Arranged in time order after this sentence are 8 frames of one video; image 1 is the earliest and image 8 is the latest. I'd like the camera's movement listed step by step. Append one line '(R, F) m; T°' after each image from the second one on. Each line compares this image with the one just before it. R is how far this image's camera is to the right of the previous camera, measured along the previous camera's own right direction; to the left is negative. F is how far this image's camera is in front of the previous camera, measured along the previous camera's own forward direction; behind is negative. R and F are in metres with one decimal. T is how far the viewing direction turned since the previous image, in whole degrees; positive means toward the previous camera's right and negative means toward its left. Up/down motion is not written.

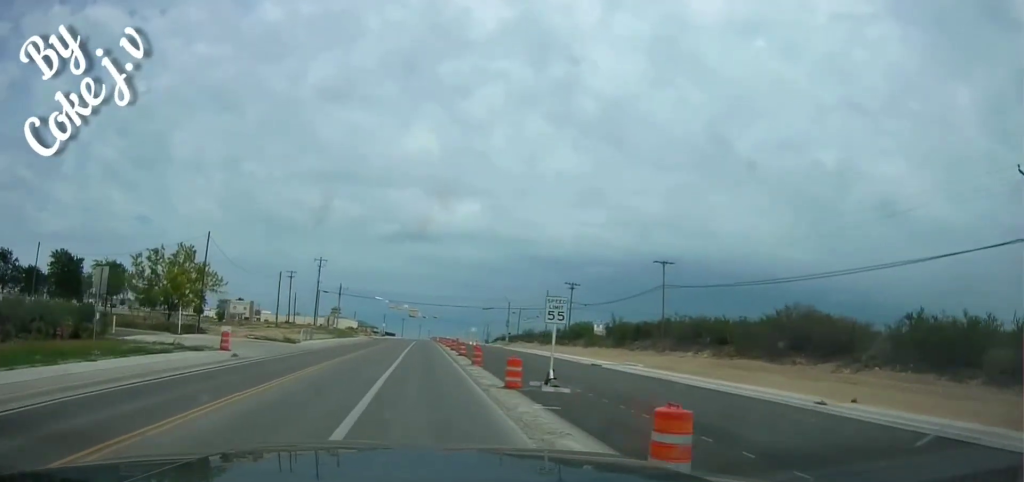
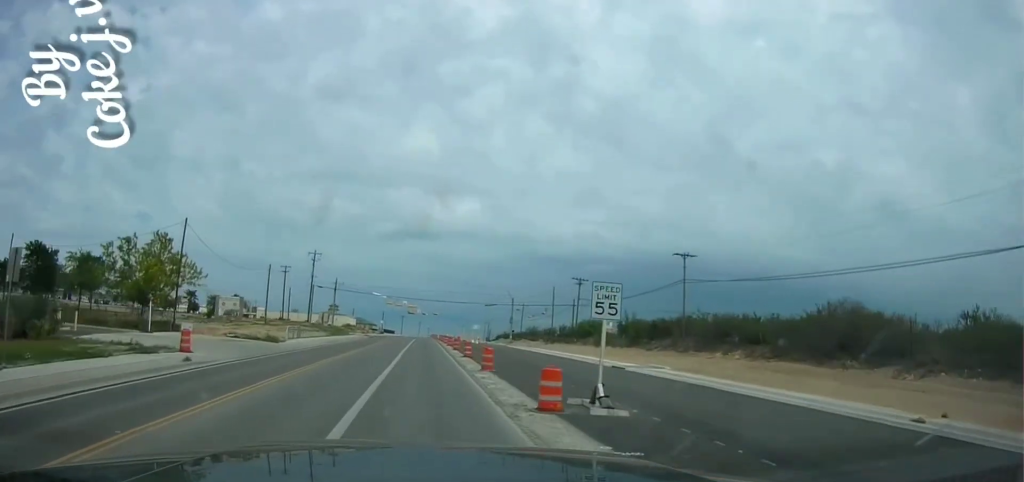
(+0.2, +6.1) m; +1°
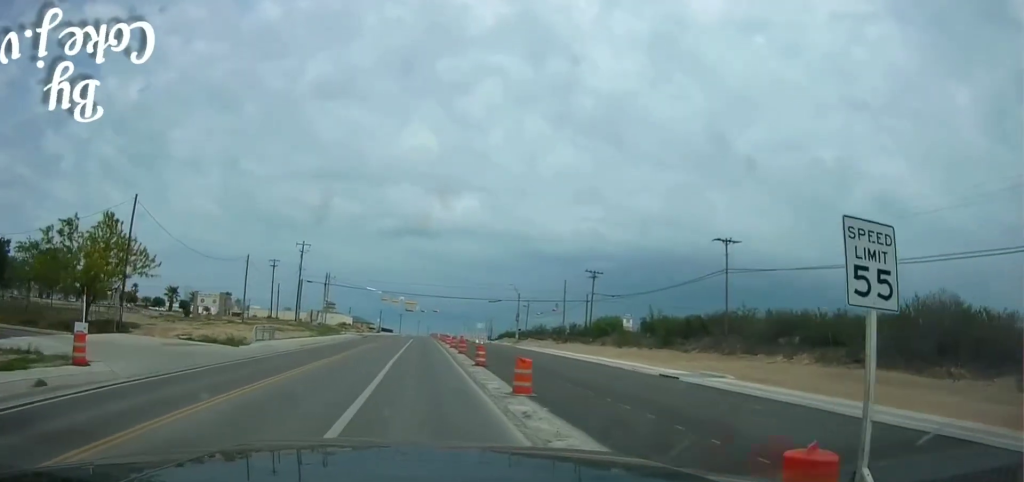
(+0.2, +8.6) m; +1°
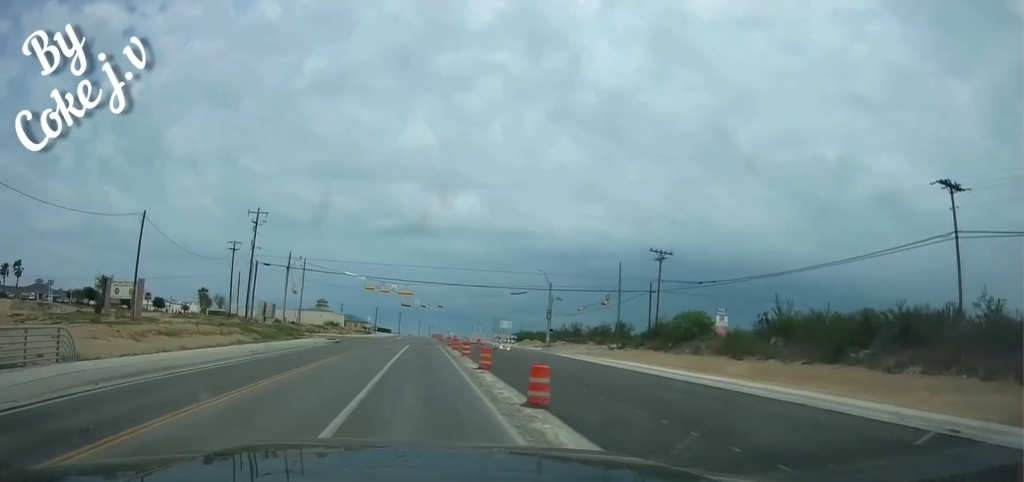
(-0.7, +26.0) m; -2°
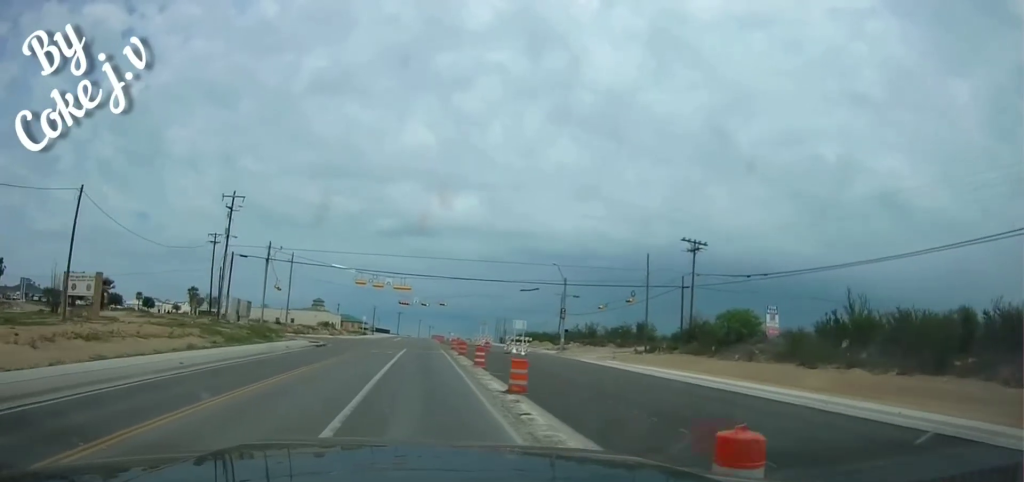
(-0.1, +8.9) m; 0°
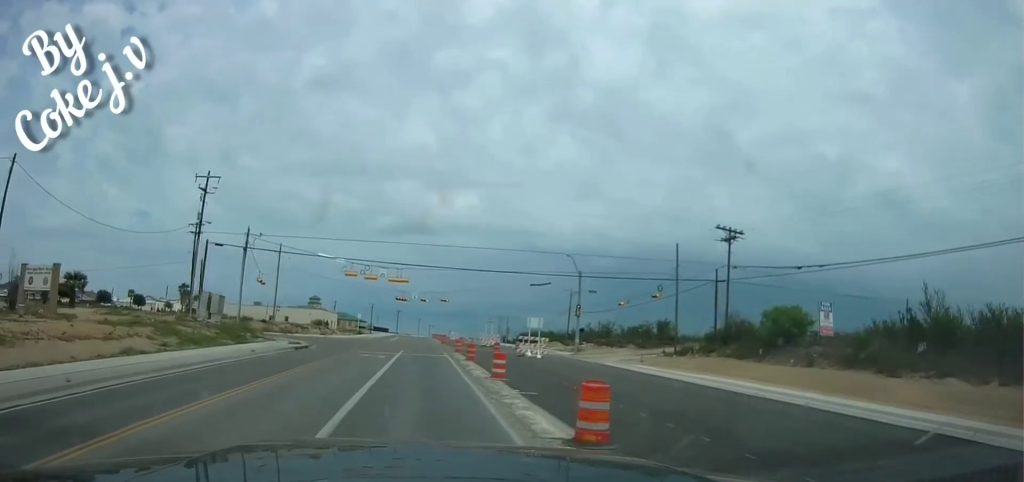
(+0.2, +8.0) m; +1°
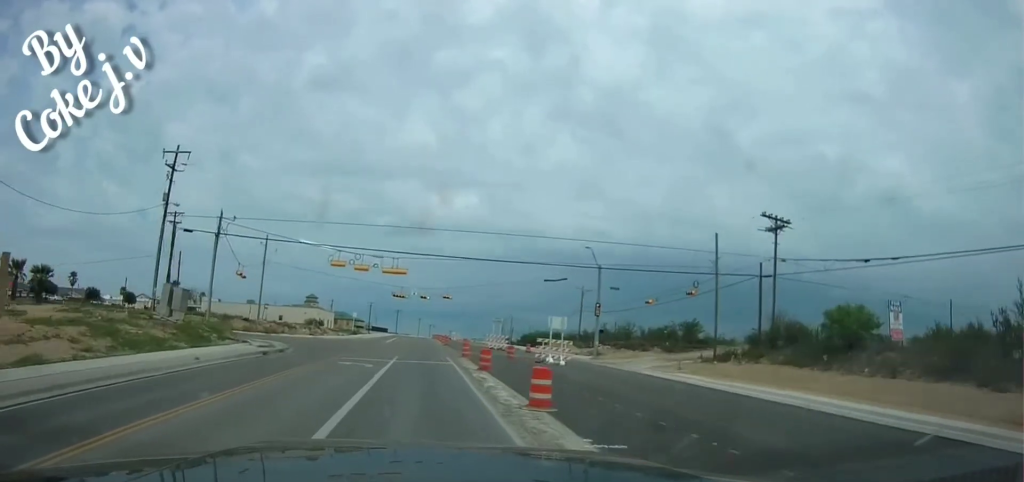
(+0.1, +7.5) m; +1°
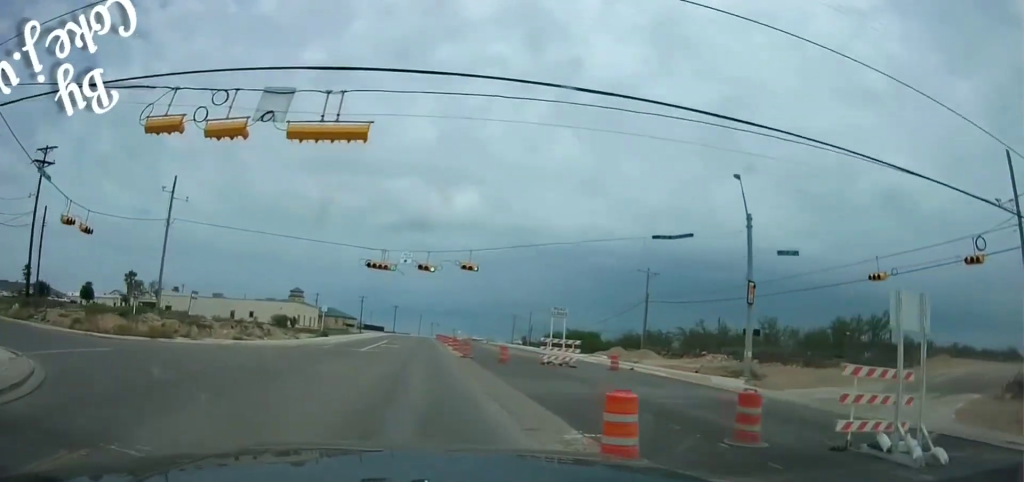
(0.0, +28.9) m; 0°
